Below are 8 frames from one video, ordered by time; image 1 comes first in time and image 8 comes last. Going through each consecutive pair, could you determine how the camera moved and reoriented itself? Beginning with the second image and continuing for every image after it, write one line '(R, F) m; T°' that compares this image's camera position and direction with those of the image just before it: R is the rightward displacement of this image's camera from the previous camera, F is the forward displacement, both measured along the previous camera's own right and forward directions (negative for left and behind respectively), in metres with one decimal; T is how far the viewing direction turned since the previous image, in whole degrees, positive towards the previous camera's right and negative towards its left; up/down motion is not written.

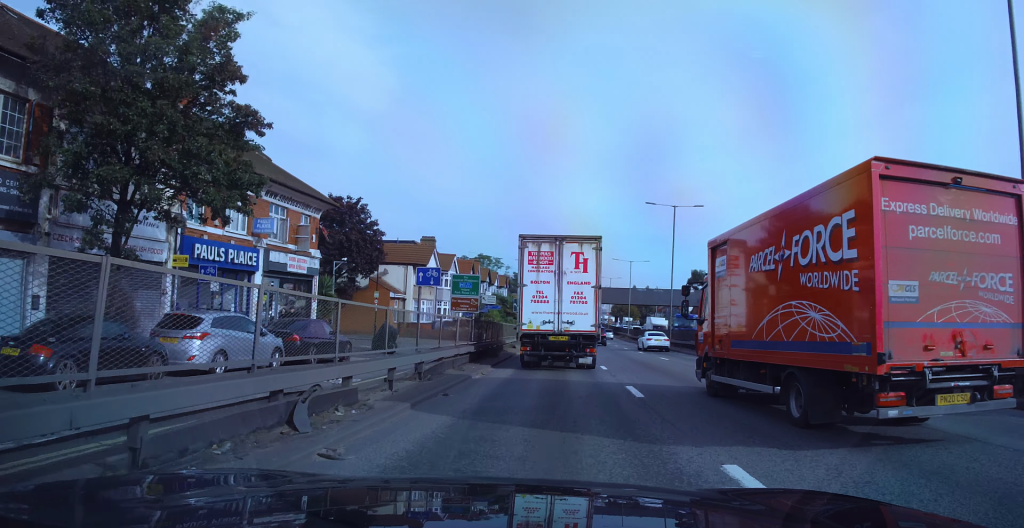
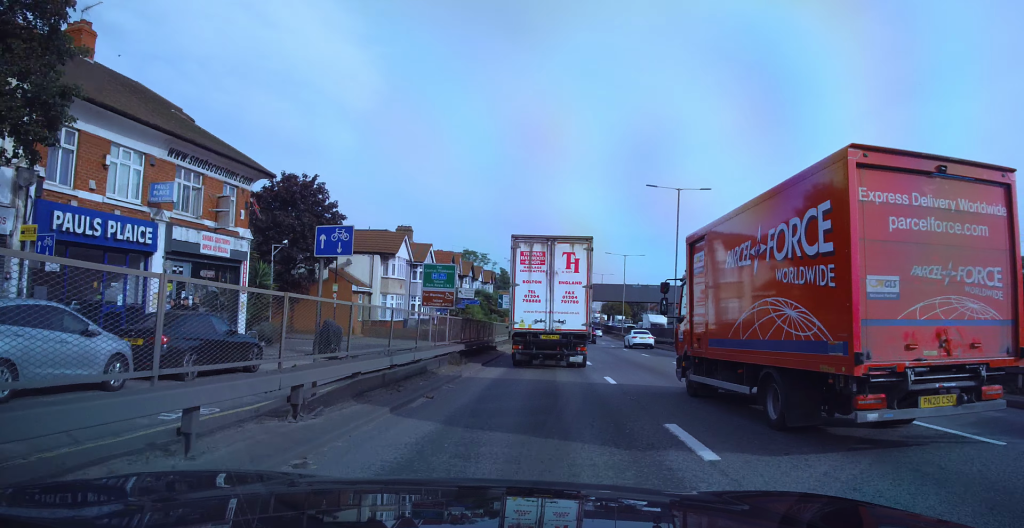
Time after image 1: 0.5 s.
(0.0, +6.4) m; 0°
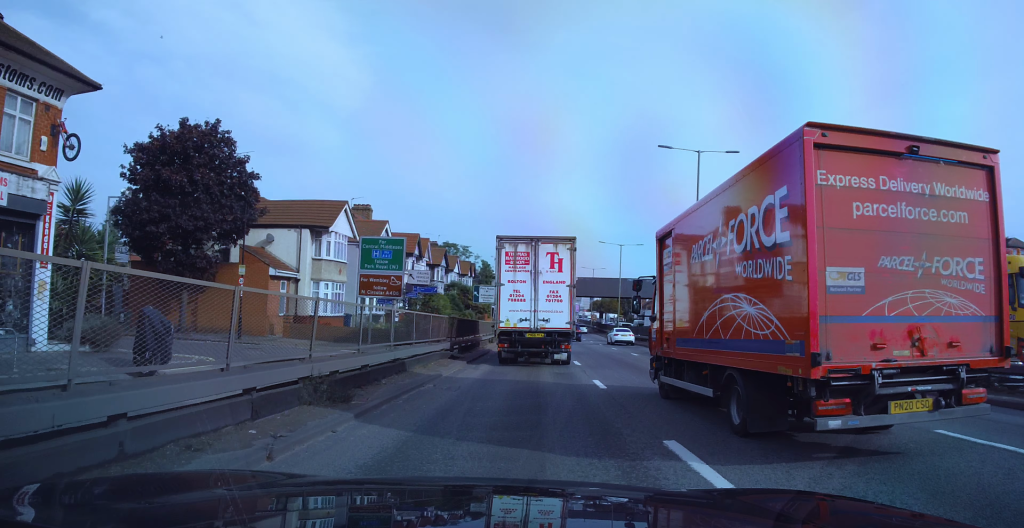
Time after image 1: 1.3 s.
(-0.1, +9.9) m; 0°
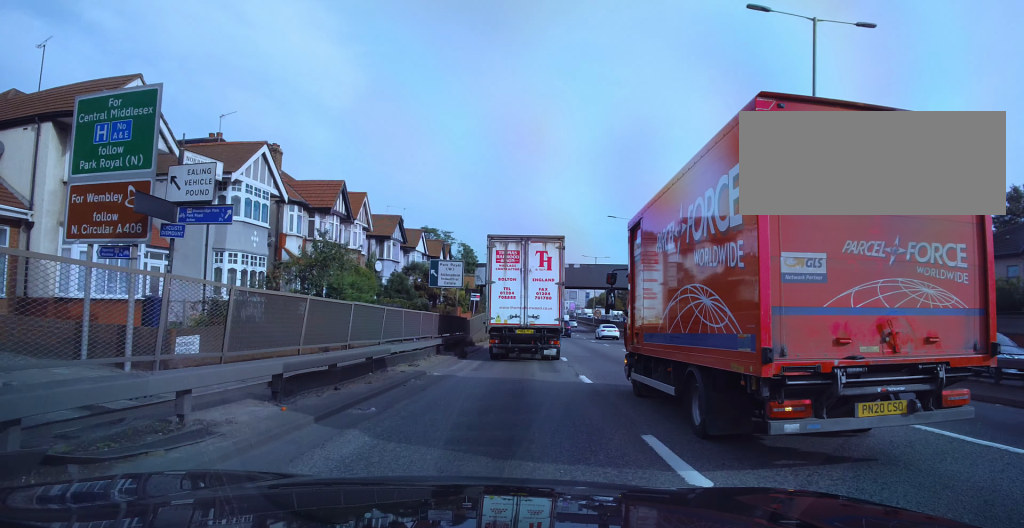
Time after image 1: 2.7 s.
(+0.2, +17.7) m; +1°
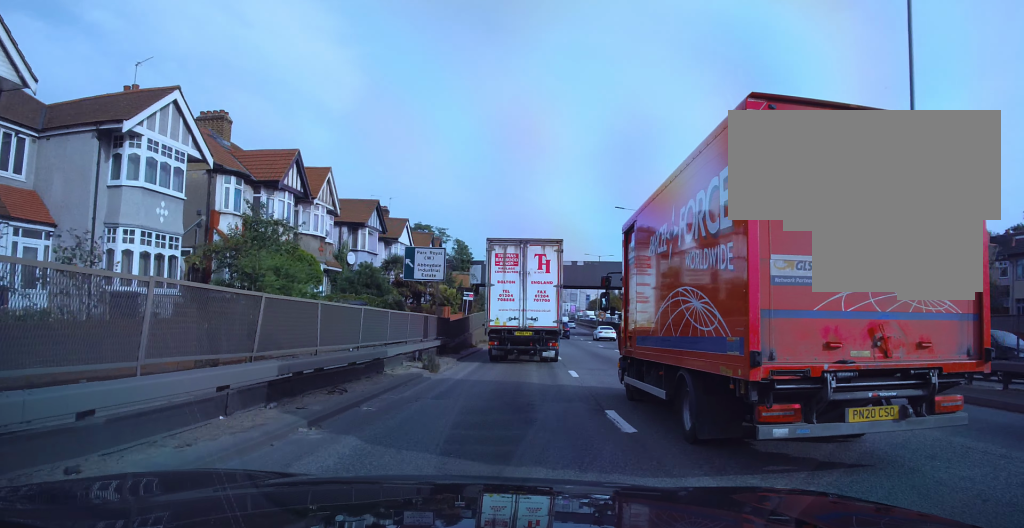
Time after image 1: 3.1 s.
(+0.1, +6.0) m; 0°
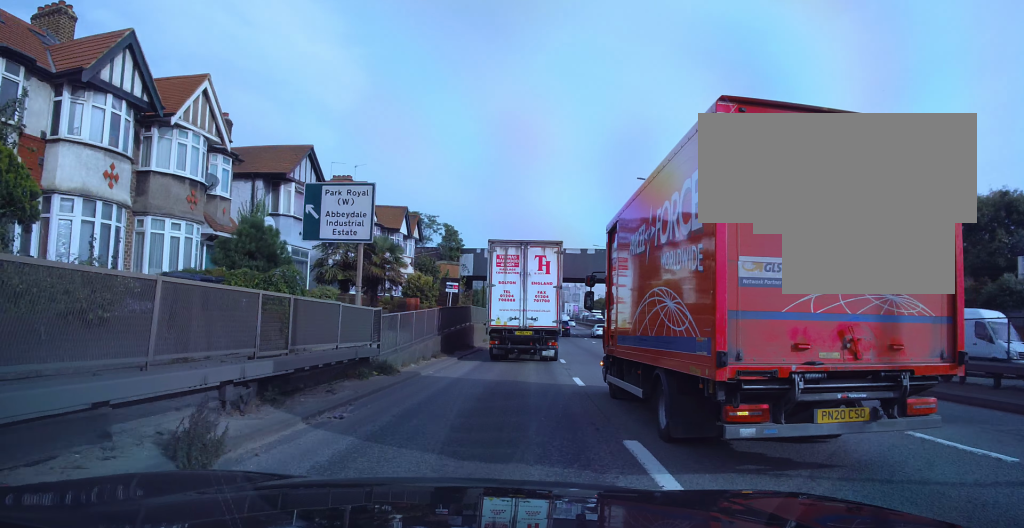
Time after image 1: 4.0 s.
(-0.2, +11.6) m; -1°
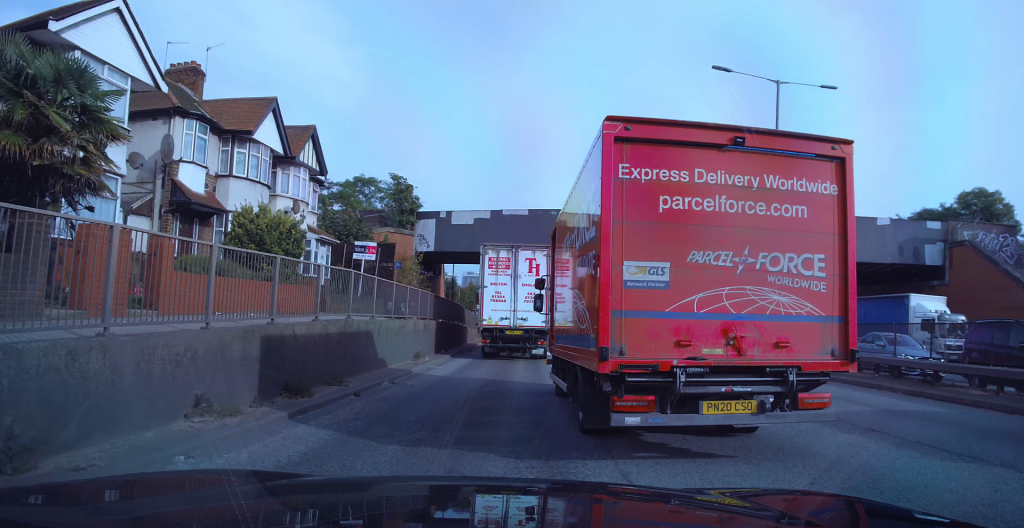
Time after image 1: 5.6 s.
(0.0, +21.6) m; +1°
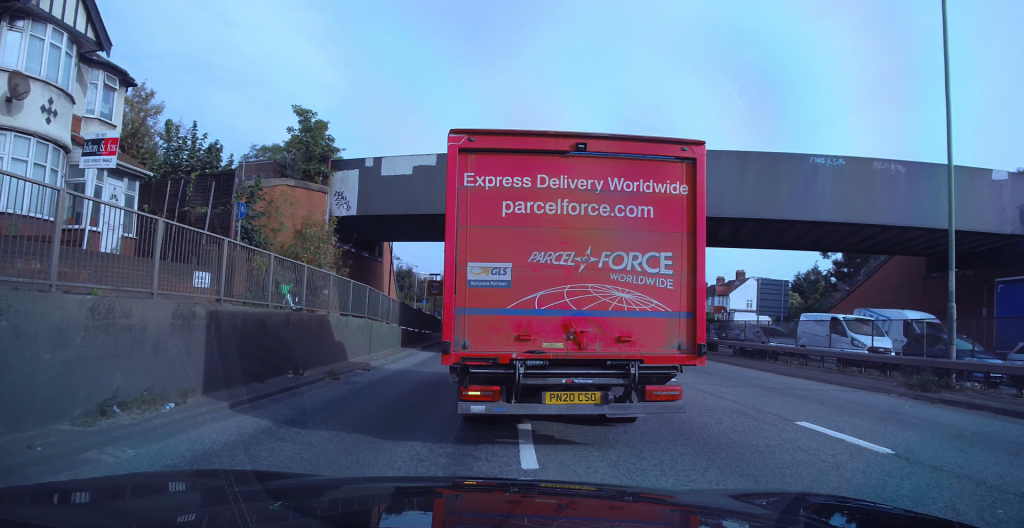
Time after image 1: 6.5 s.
(+0.2, +13.5) m; +1°
